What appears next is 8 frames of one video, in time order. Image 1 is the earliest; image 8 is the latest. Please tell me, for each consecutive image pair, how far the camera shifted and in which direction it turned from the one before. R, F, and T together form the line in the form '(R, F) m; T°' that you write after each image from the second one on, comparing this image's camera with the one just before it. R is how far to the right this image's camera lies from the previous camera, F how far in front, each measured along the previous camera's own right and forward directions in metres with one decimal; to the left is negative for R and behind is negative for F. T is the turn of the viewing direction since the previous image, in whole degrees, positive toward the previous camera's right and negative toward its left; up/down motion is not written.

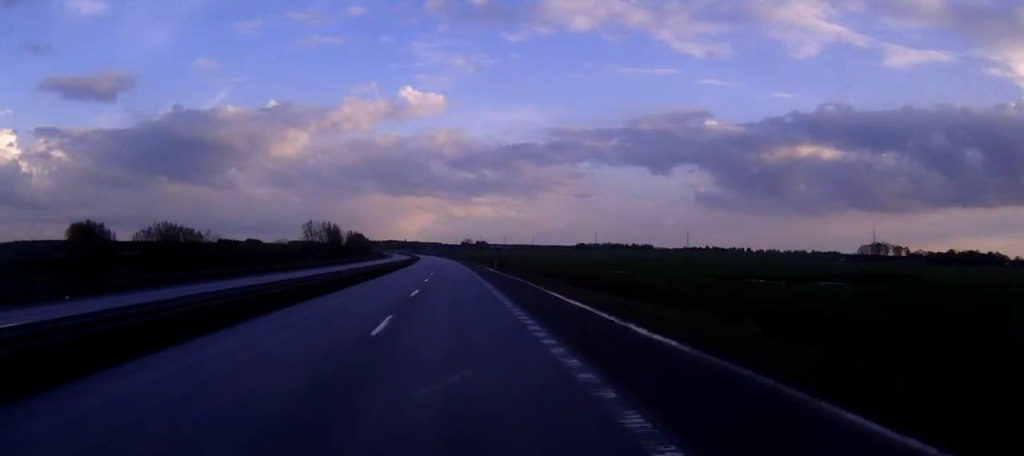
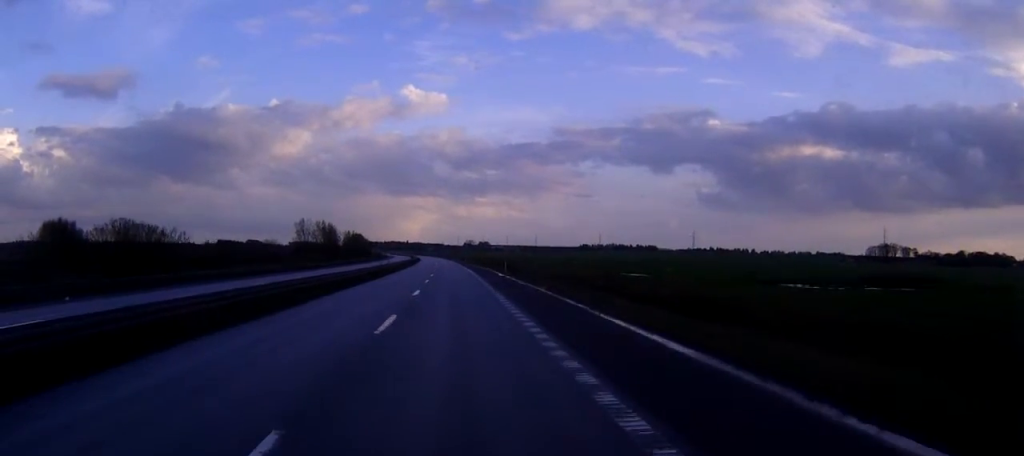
(0.0, +13.8) m; 0°
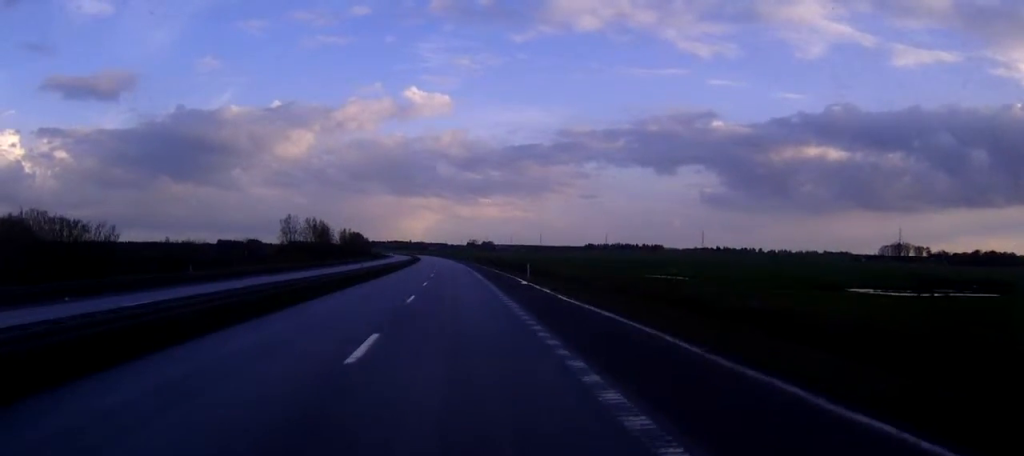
(0.0, +20.7) m; 0°
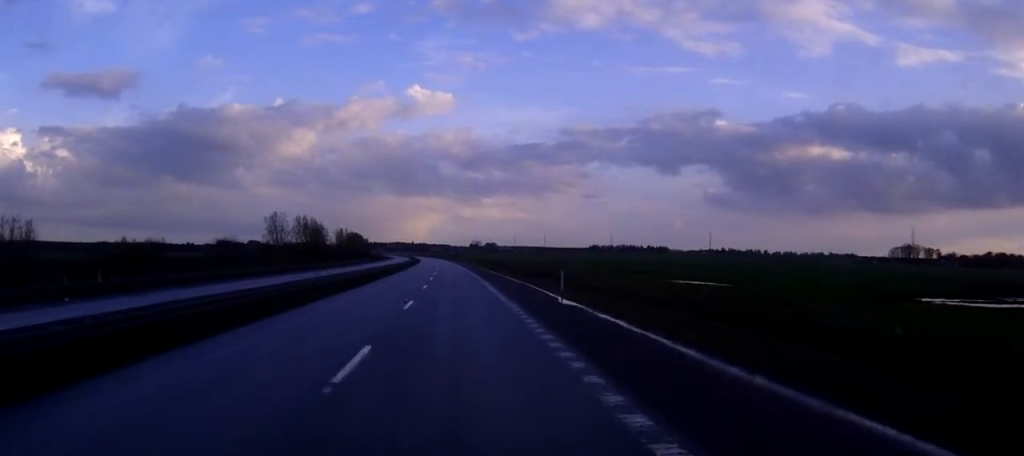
(0.0, +16.4) m; 0°
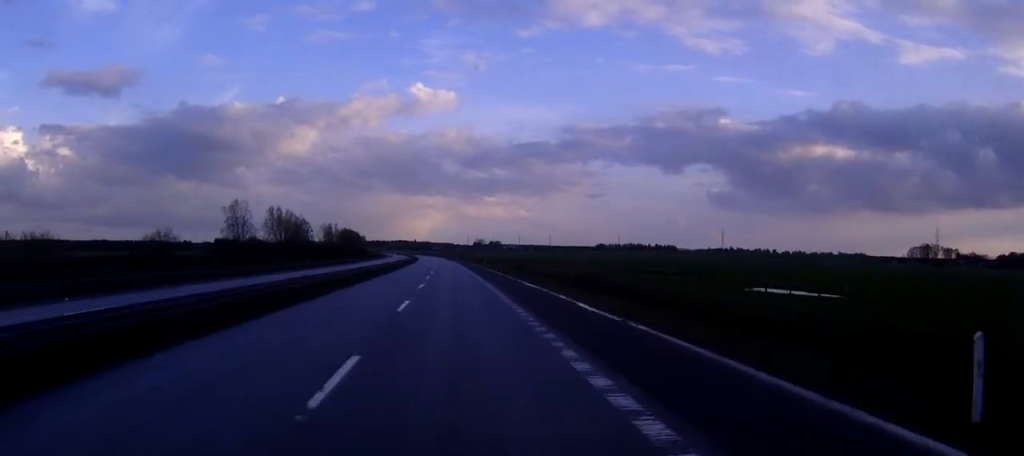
(0.0, +31.5) m; 0°
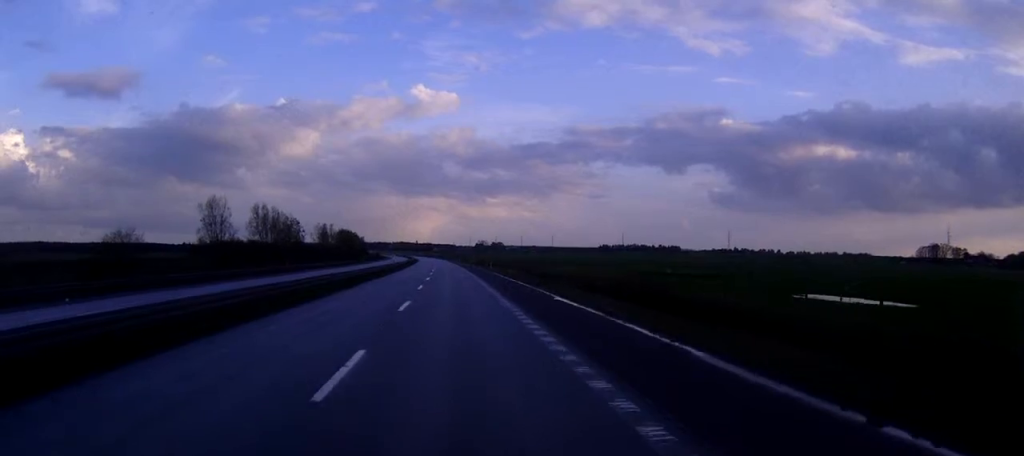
(0.0, +13.7) m; 0°
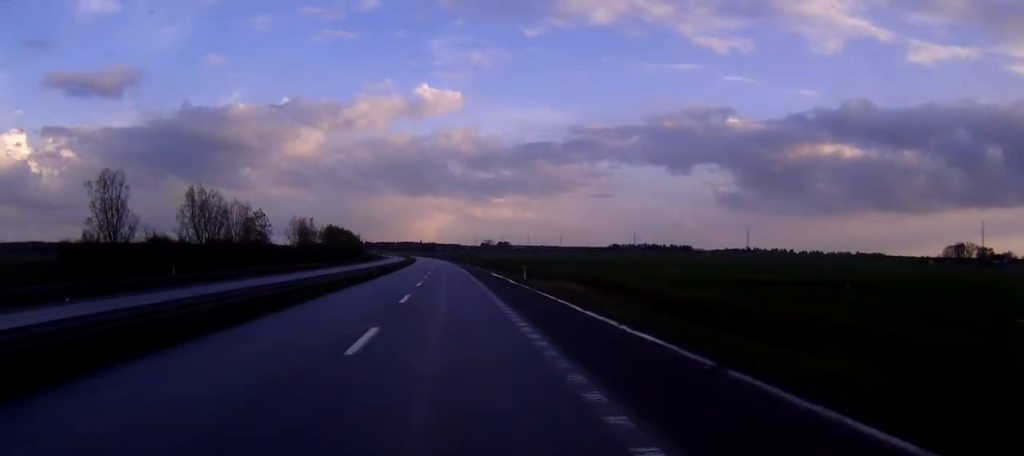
(-0.2, +40.3) m; -1°
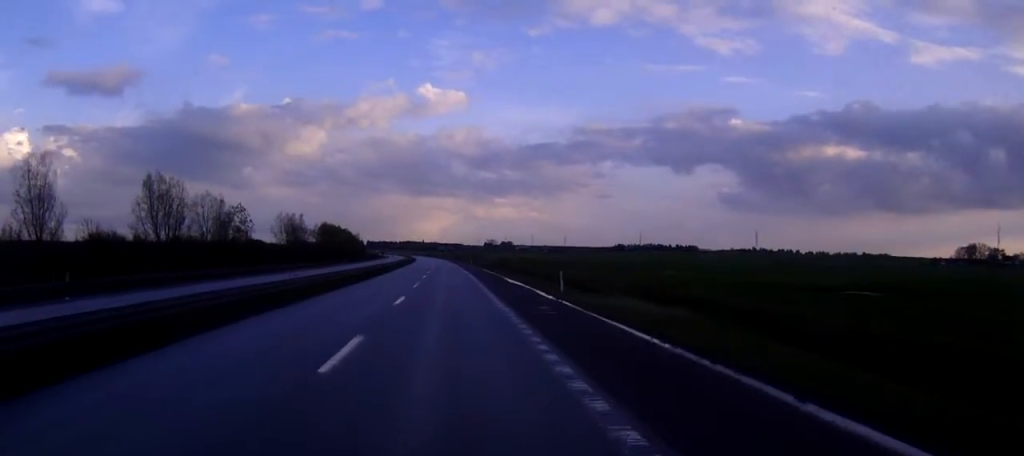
(0.0, +17.2) m; 0°
